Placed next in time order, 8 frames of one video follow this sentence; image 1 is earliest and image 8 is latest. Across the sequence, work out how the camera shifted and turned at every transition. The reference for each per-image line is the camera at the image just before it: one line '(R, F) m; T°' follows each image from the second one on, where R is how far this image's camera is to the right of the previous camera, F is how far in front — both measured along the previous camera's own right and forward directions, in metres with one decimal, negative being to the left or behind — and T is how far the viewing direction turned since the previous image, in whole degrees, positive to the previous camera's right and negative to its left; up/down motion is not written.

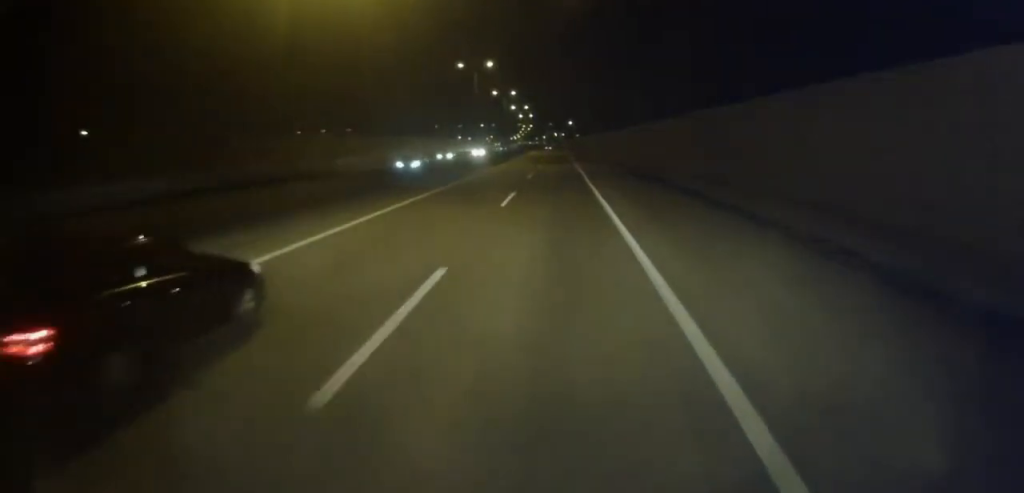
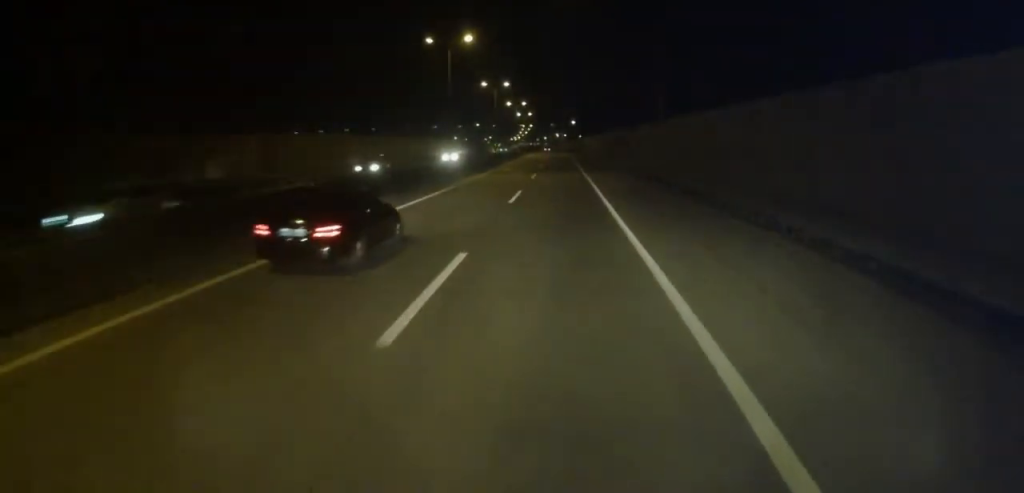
(0.0, +16.2) m; 0°
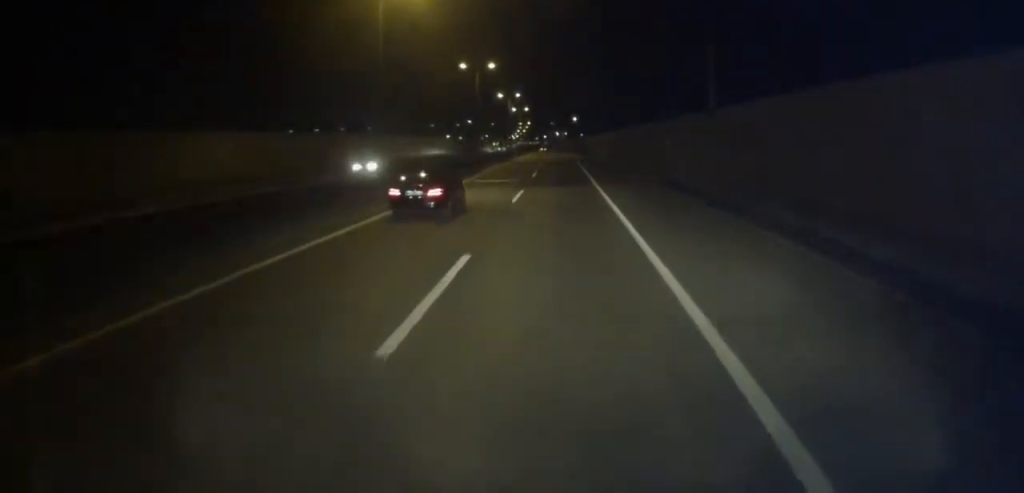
(0.0, +18.5) m; -1°
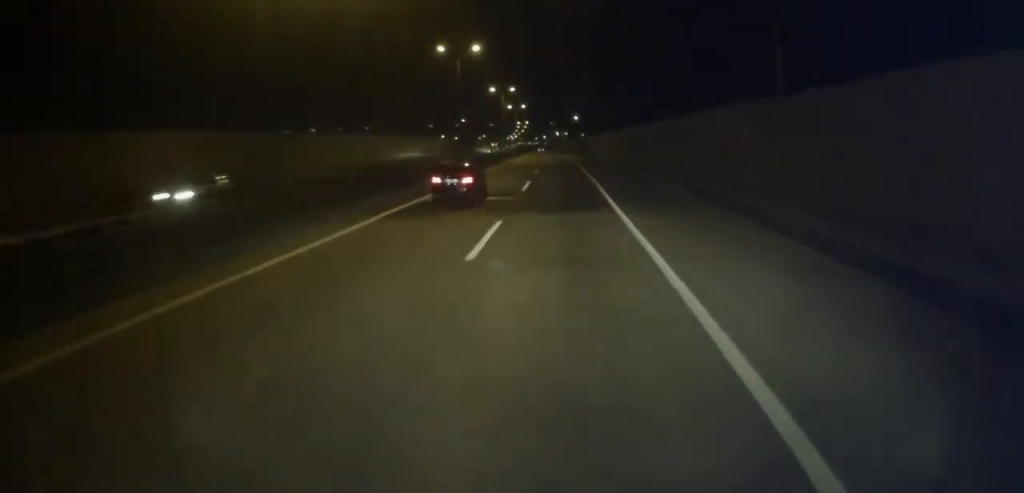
(0.0, +12.3) m; 0°
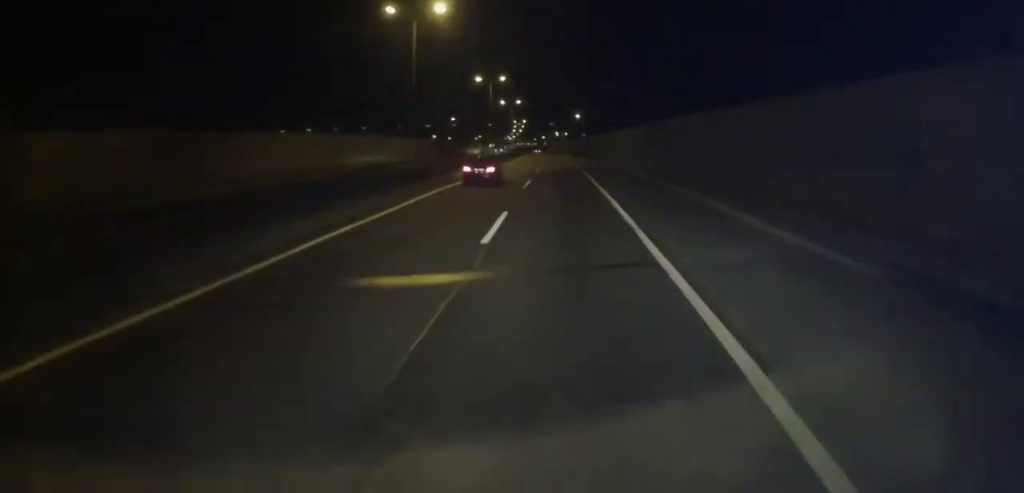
(-0.5, +16.0) m; +1°
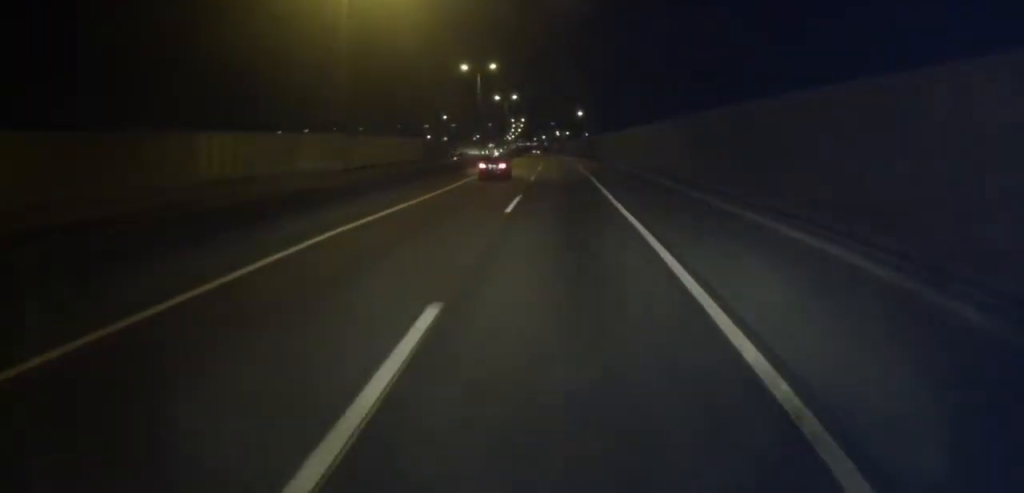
(+0.4, +12.2) m; +1°
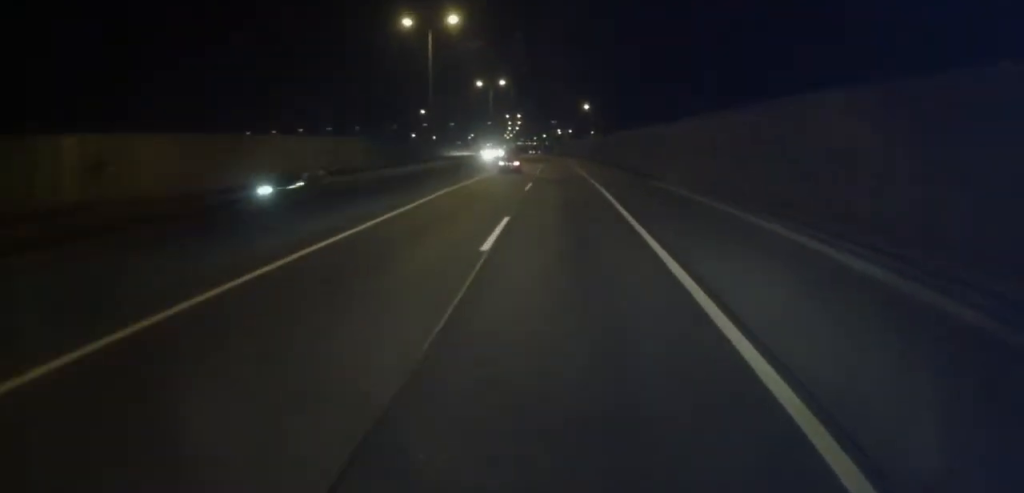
(+0.3, +25.1) m; -1°
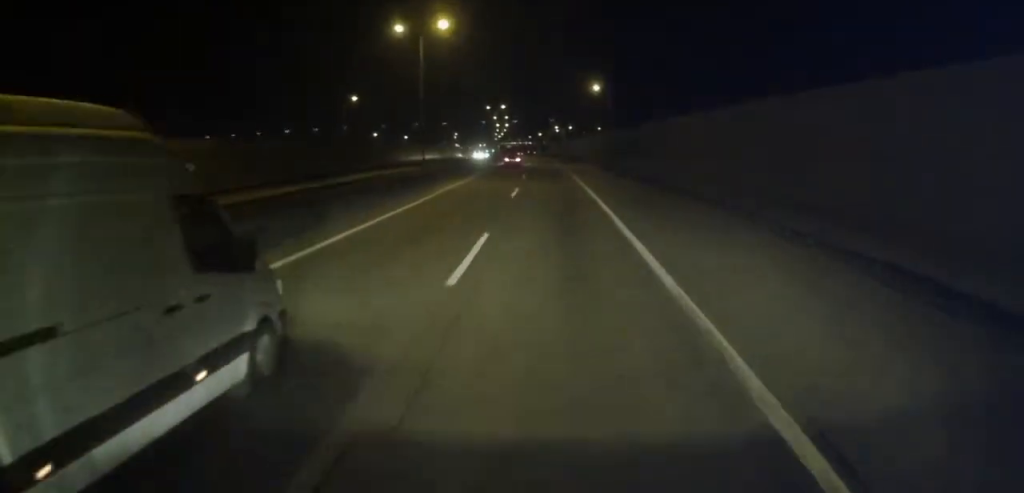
(-0.8, +38.9) m; -1°
